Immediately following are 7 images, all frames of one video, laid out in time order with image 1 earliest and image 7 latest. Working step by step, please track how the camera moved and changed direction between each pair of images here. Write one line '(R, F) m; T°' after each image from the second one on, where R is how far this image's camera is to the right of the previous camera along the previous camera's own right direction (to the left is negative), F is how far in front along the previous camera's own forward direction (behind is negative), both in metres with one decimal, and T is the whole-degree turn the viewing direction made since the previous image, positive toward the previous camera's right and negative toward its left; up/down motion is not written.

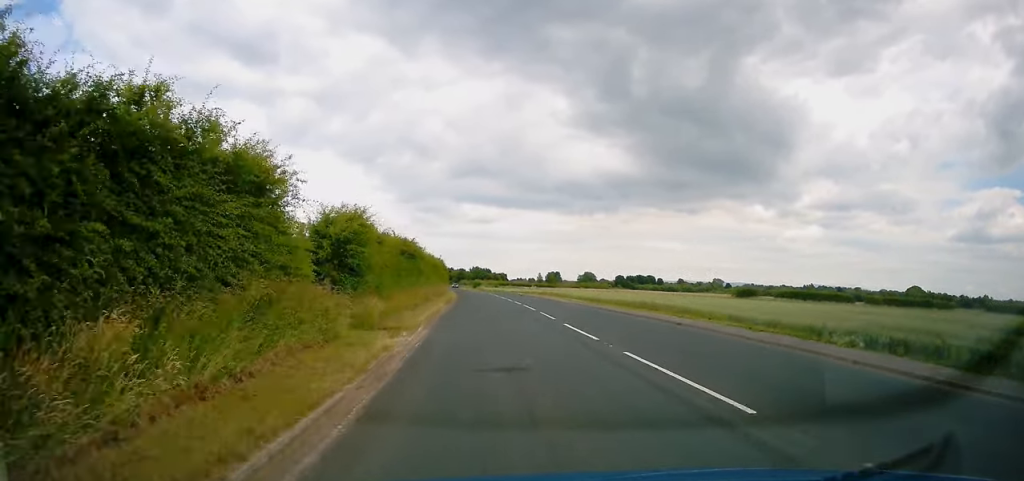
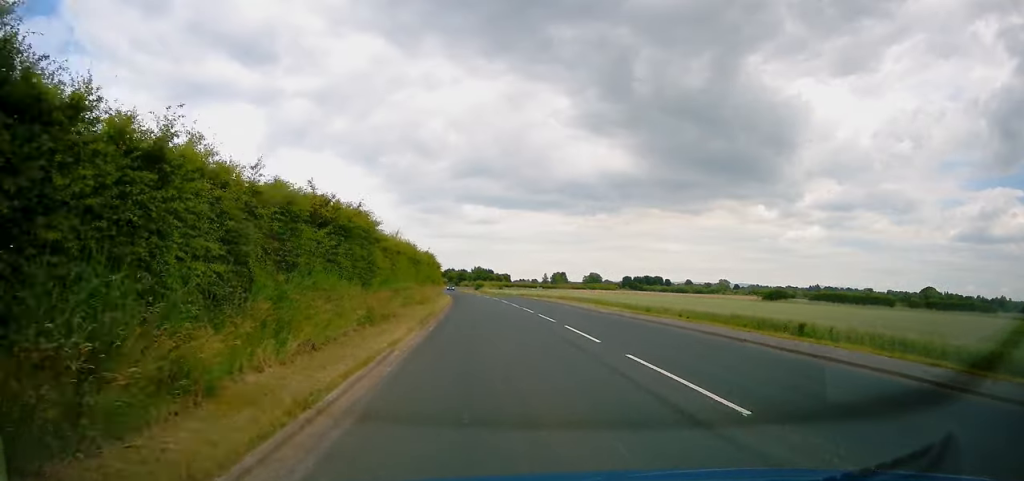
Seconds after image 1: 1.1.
(-0.5, +17.2) m; -1°
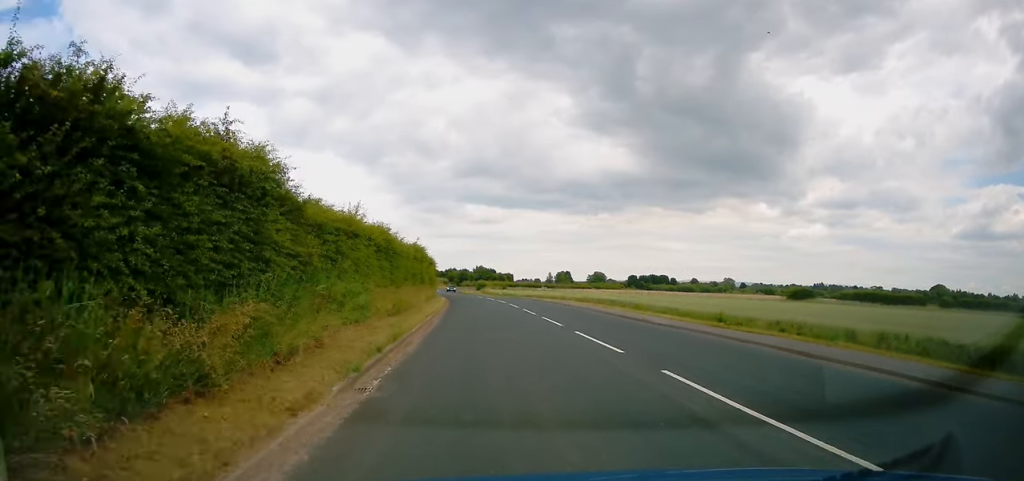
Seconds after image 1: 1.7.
(+0.2, +10.8) m; 0°
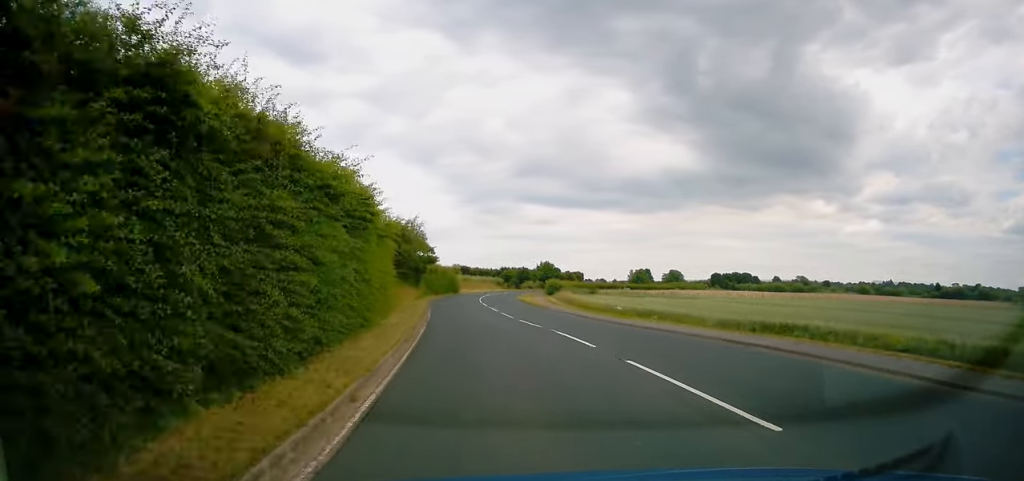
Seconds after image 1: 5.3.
(-1.9, +58.4) m; -5°
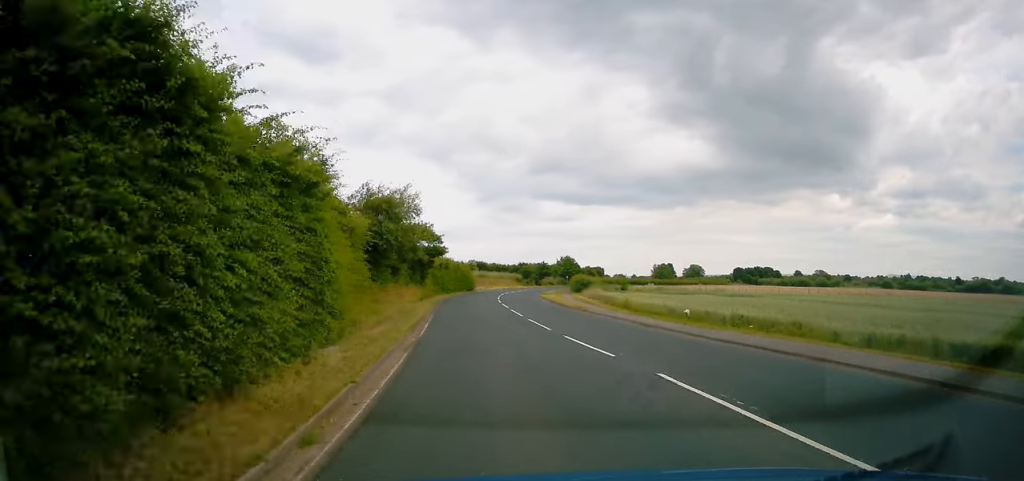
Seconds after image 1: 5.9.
(-0.1, +10.0) m; -2°
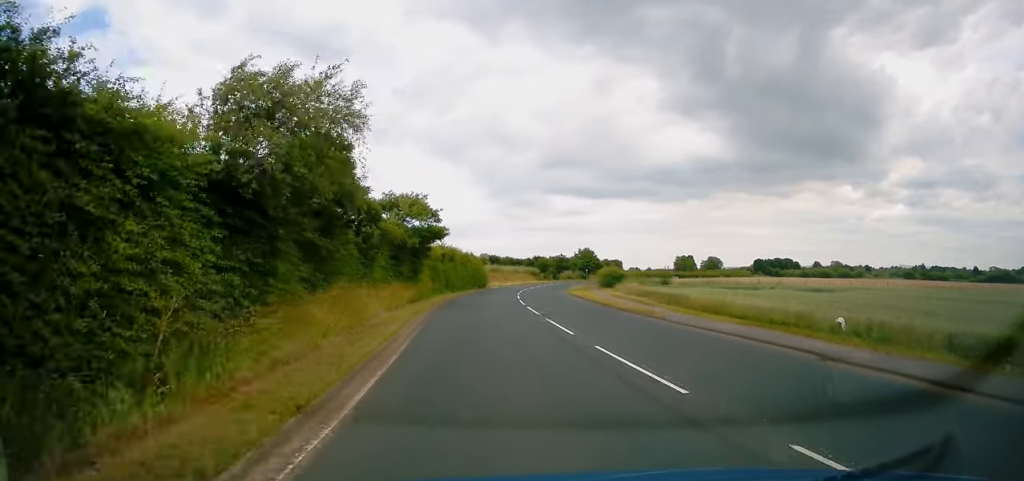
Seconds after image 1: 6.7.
(-0.4, +13.0) m; -1°
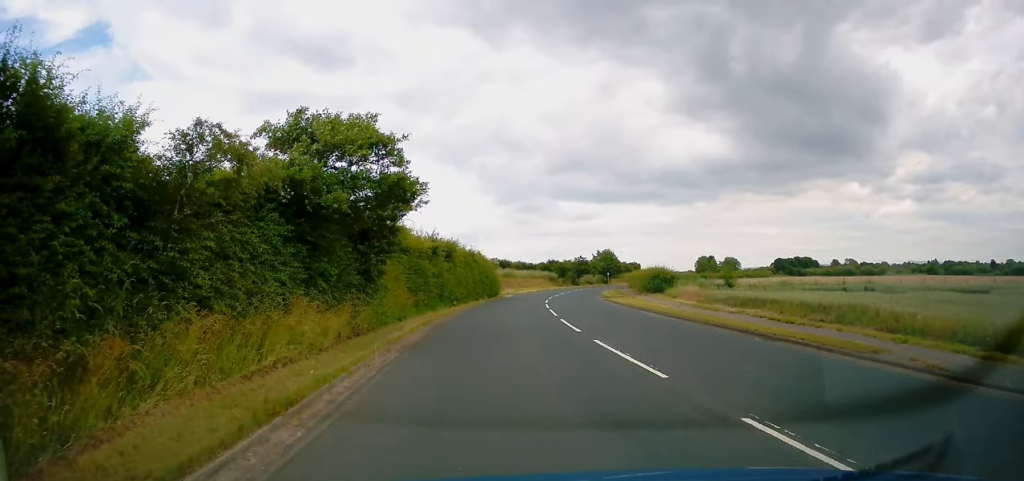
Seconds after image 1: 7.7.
(0.0, +16.2) m; +1°
